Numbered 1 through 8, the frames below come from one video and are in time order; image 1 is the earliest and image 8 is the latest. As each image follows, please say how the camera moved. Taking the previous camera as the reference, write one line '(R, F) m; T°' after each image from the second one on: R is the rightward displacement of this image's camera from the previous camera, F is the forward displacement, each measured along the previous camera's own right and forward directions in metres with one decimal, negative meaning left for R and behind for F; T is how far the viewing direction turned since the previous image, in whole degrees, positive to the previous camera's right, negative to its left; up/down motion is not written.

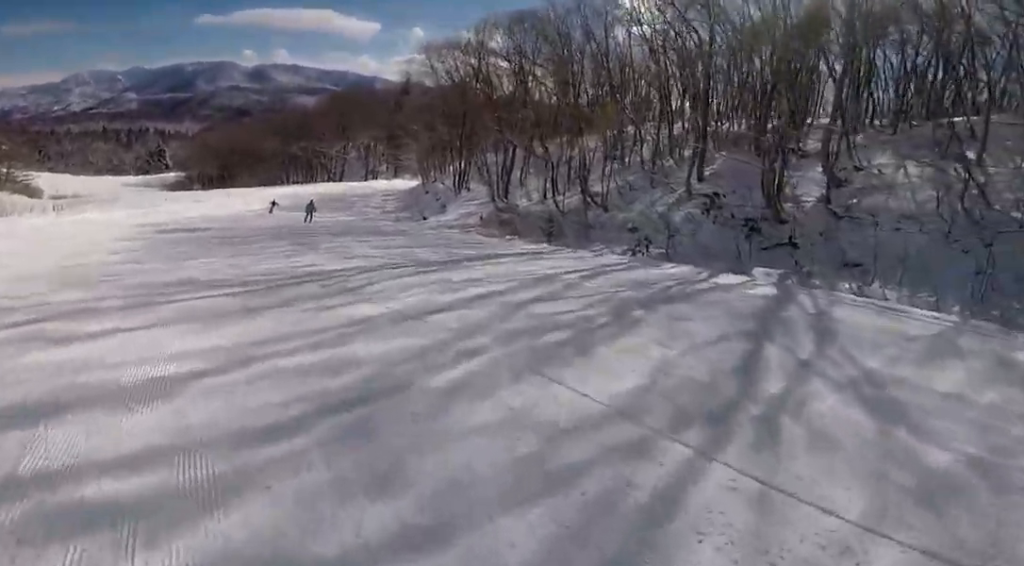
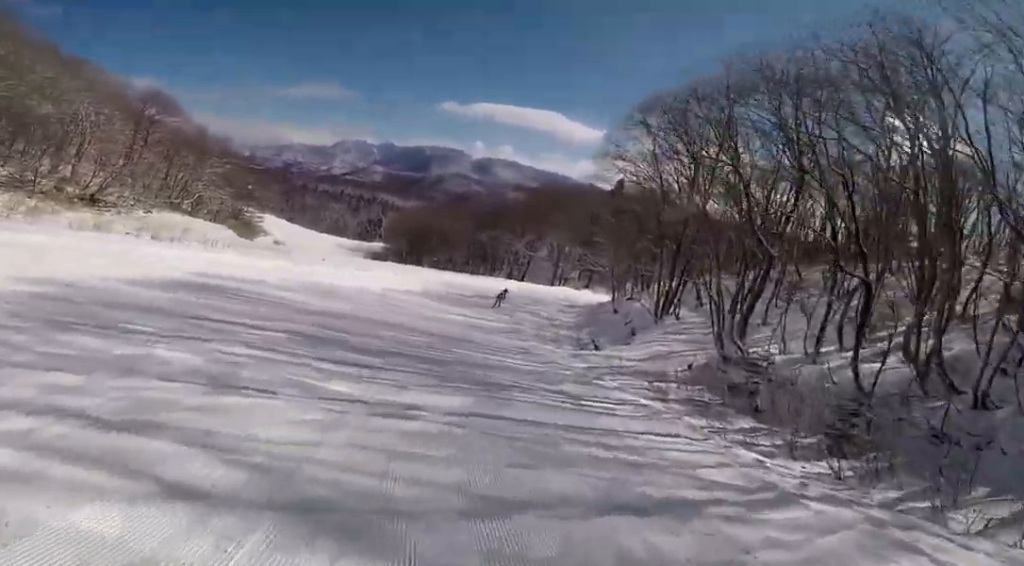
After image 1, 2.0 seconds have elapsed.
(-2.5, +10.2) m; -29°
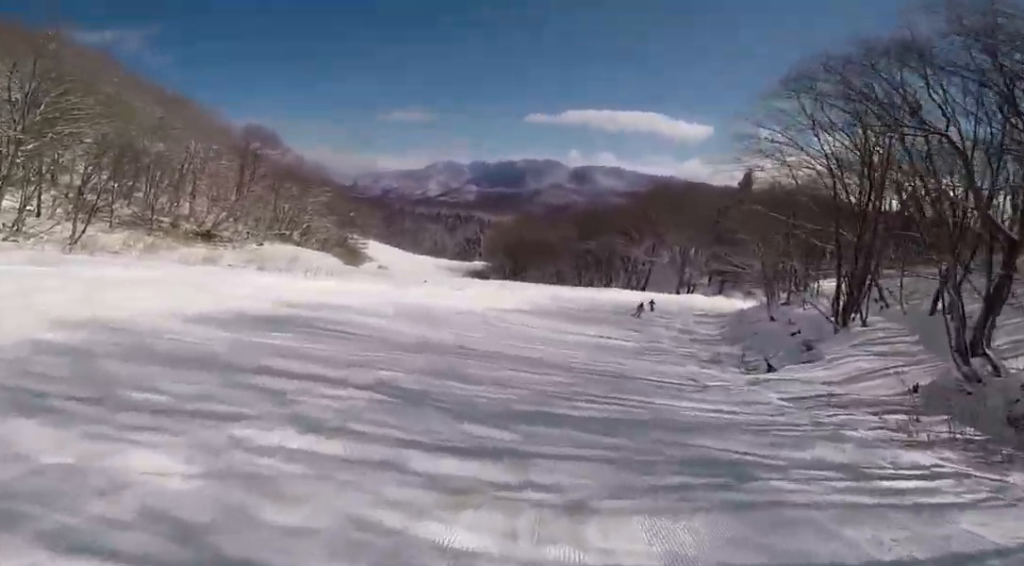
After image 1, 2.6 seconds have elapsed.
(-0.1, +3.1) m; +6°
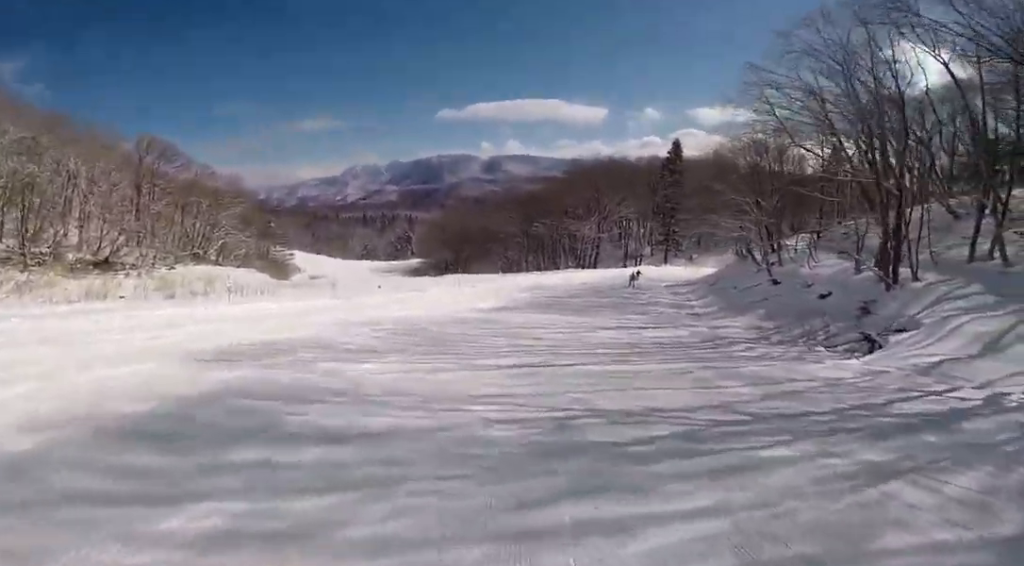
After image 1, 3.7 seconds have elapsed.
(+1.0, +6.2) m; +18°
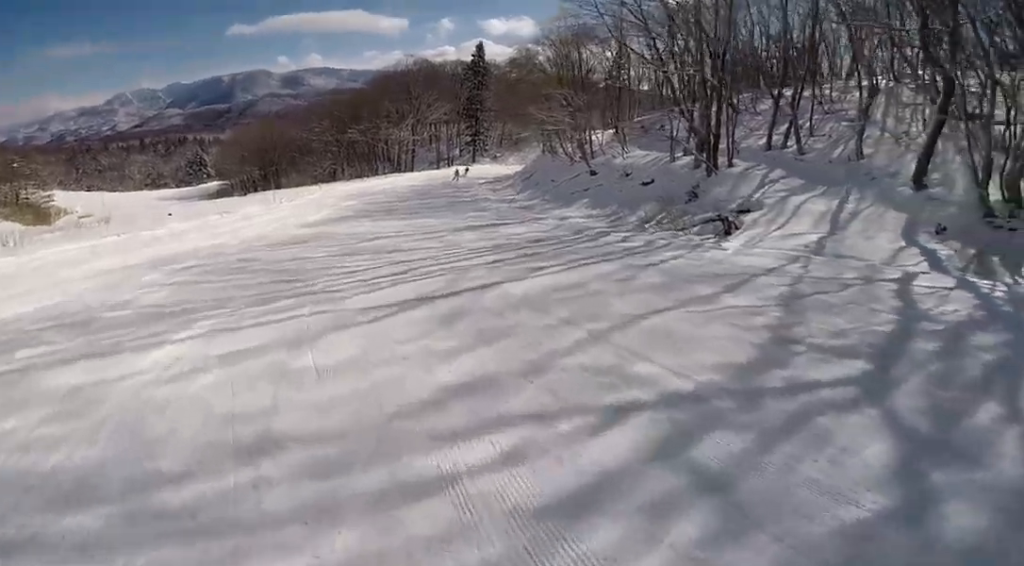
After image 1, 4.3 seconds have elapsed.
(+0.4, +3.7) m; +6°
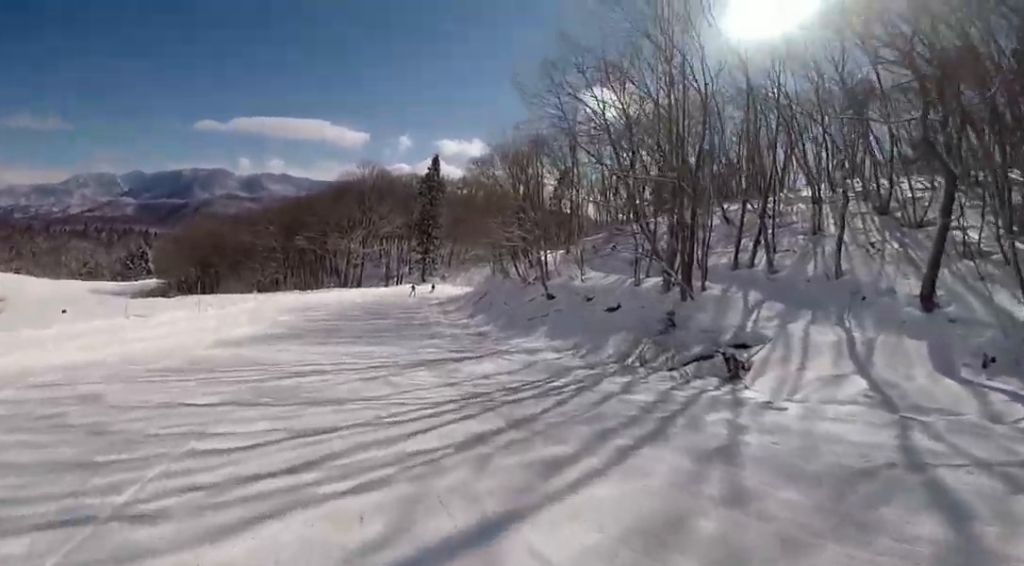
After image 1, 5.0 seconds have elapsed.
(+0.1, +4.6) m; -1°
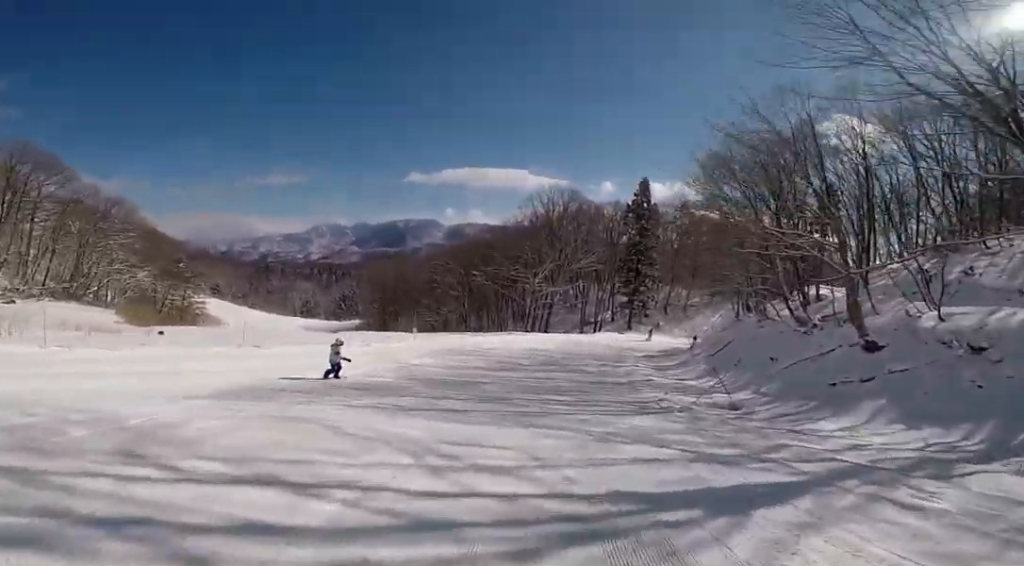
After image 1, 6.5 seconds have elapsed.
(-1.2, +9.9) m; -9°
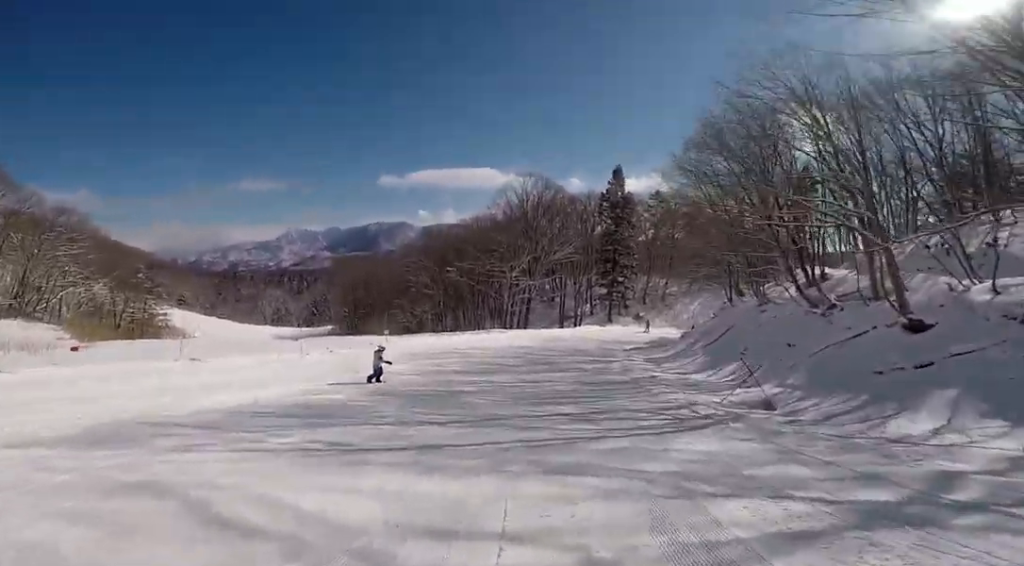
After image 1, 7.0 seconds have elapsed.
(-0.6, +3.3) m; +2°
